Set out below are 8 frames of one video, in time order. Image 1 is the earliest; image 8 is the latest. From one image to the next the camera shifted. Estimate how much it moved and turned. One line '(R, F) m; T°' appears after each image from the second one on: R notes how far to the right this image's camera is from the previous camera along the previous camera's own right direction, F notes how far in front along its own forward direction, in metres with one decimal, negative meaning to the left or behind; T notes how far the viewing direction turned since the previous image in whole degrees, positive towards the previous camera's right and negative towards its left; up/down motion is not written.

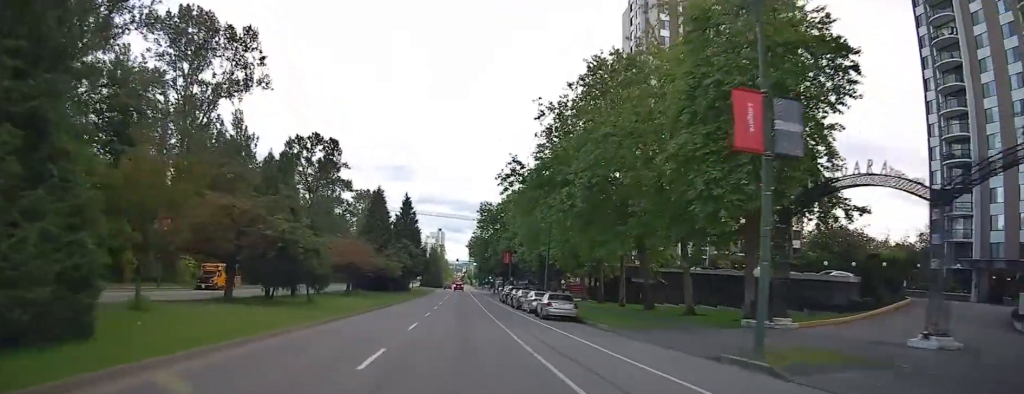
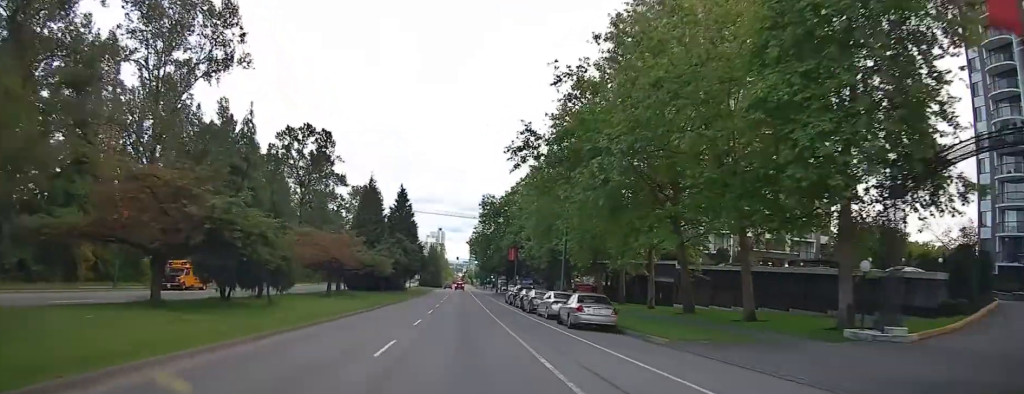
(-0.1, +7.4) m; 0°
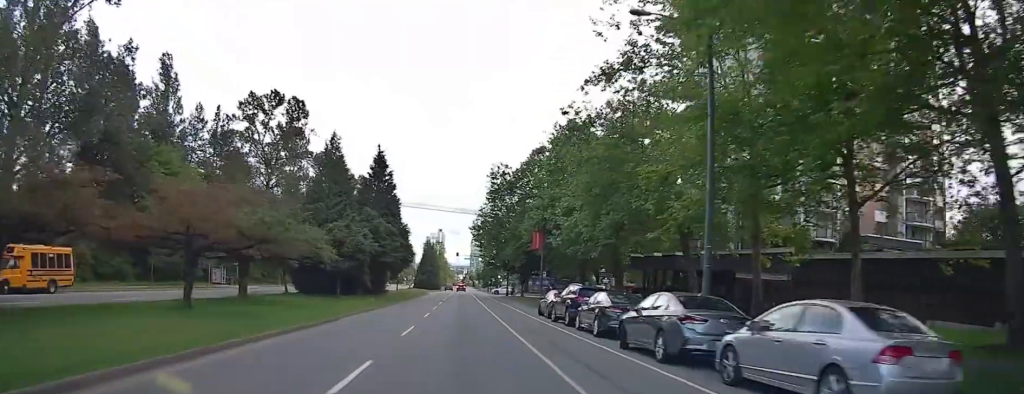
(+0.6, +22.5) m; +3°
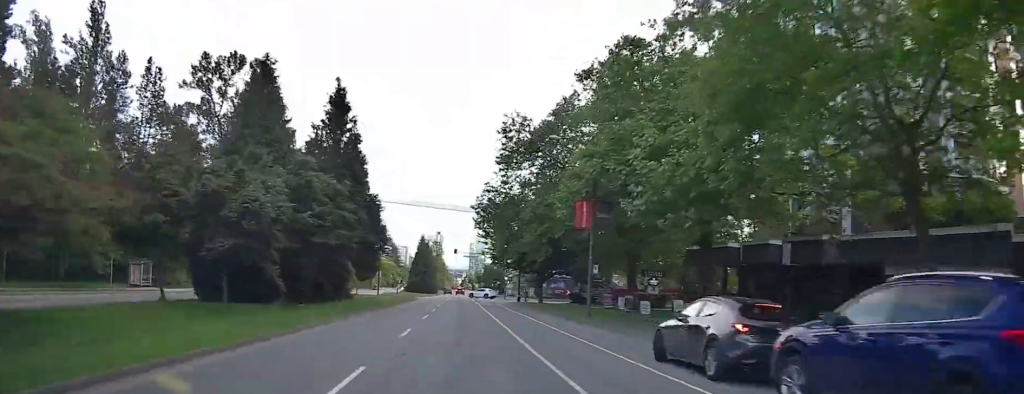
(+0.2, +18.9) m; -1°
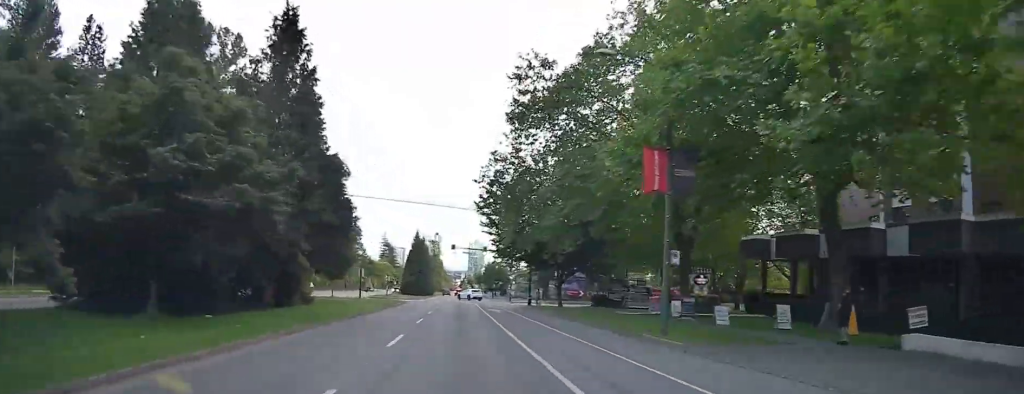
(-0.3, +11.5) m; -2°
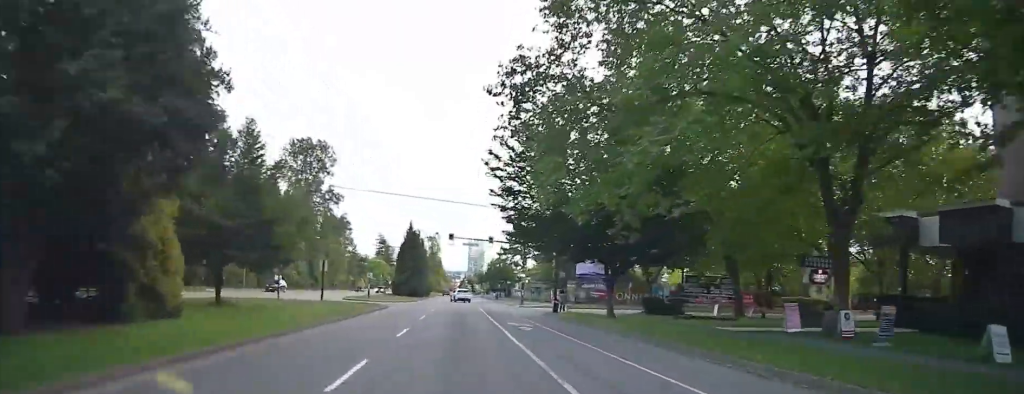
(-0.2, +15.5) m; 0°
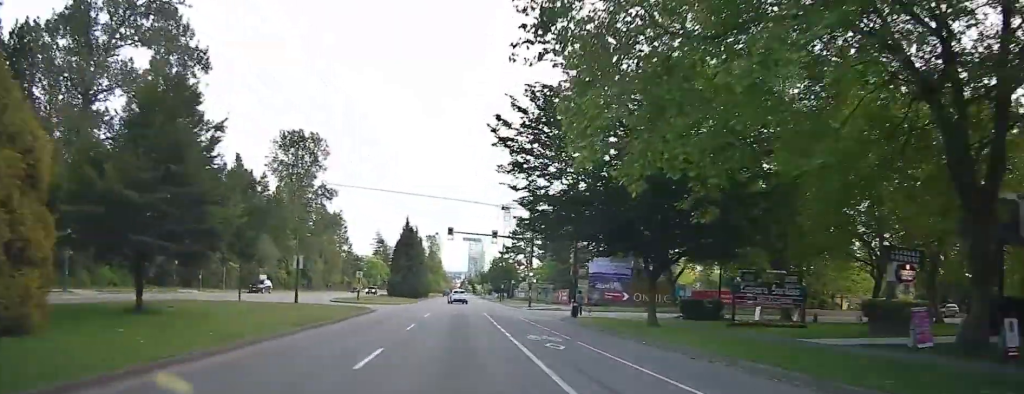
(-0.1, +6.7) m; +1°
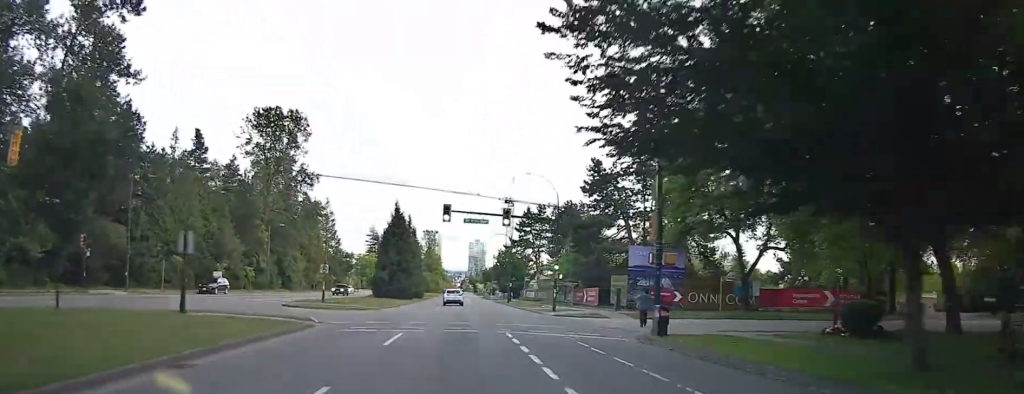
(+0.5, +15.0) m; 0°
